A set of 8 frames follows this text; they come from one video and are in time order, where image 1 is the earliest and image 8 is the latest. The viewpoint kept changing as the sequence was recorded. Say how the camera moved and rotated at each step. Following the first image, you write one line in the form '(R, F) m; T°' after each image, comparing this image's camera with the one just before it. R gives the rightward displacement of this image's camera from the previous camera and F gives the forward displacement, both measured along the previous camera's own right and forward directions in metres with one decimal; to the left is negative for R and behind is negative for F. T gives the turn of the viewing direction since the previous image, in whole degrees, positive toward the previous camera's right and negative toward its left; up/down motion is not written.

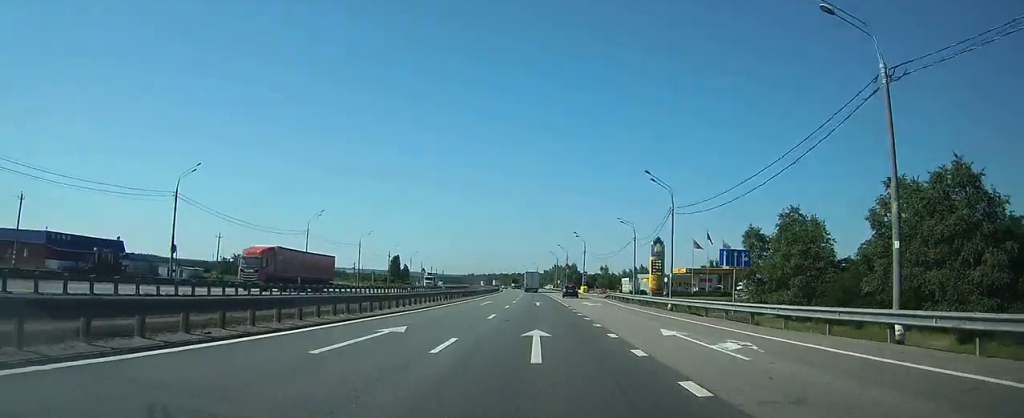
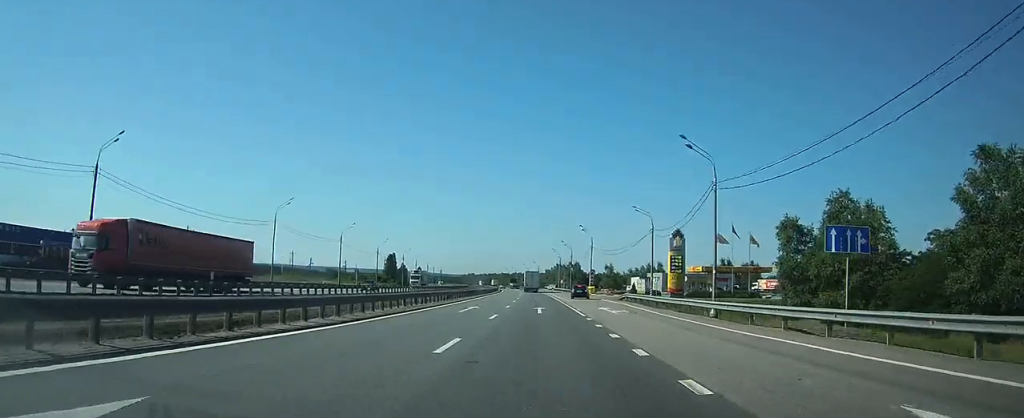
(0.0, +11.9) m; 0°
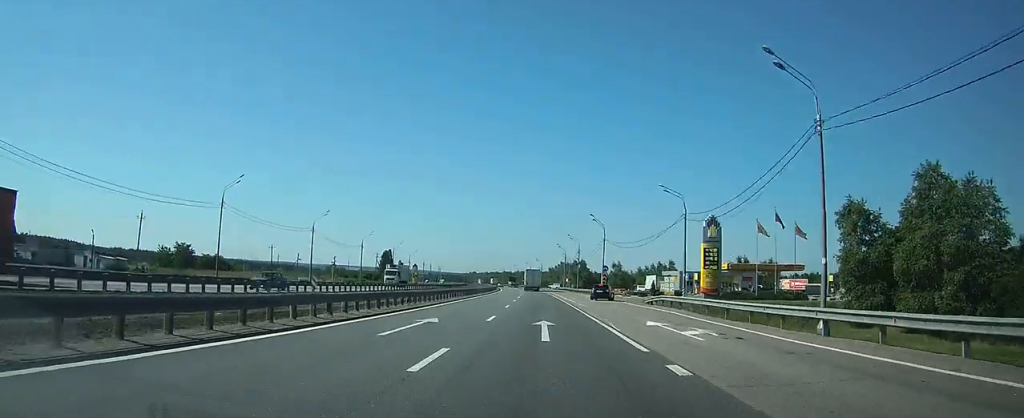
(0.0, +14.7) m; 0°
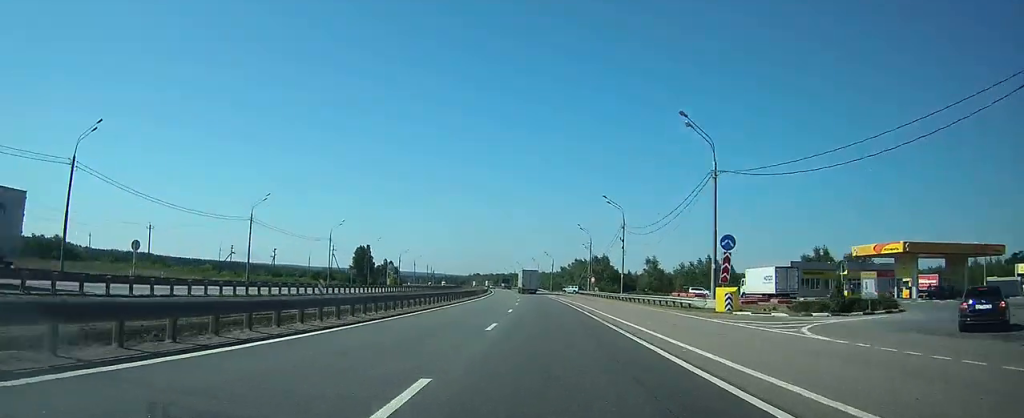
(-0.2, +52.1) m; 0°
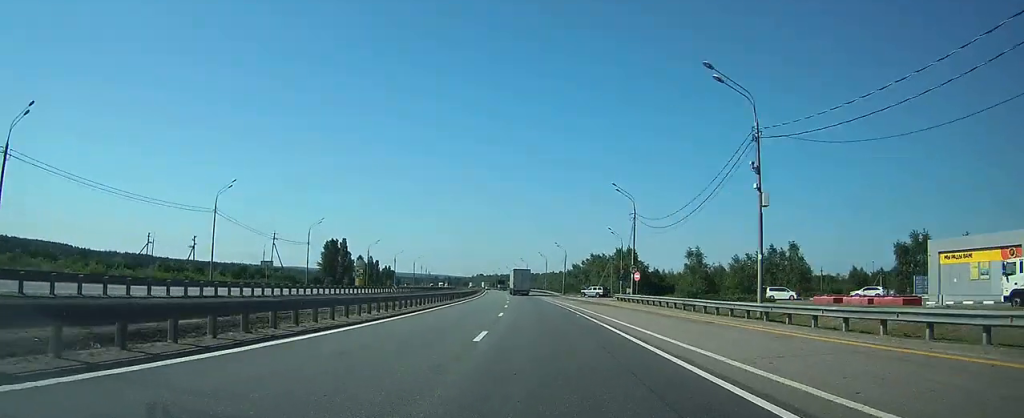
(-0.1, +39.3) m; -1°
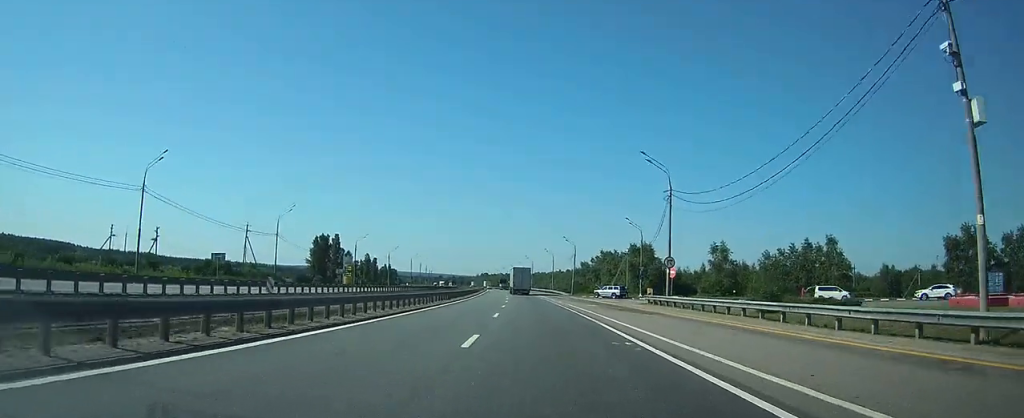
(-0.1, +13.8) m; 0°
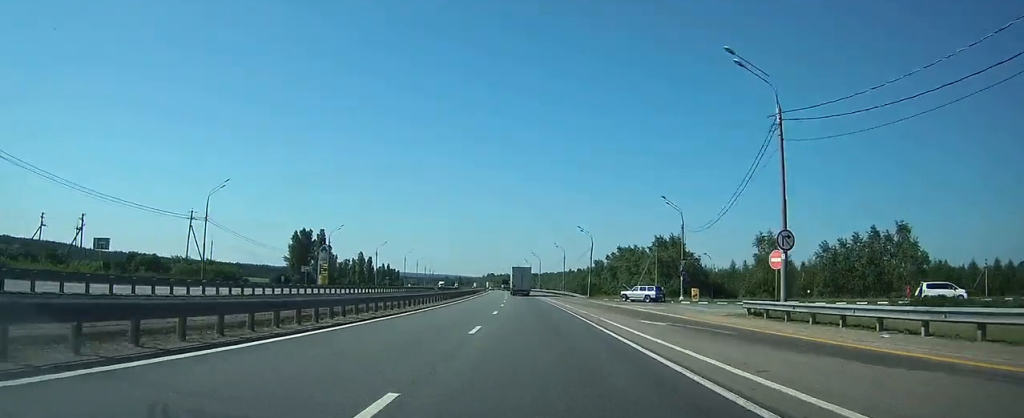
(-0.1, +20.2) m; -1°
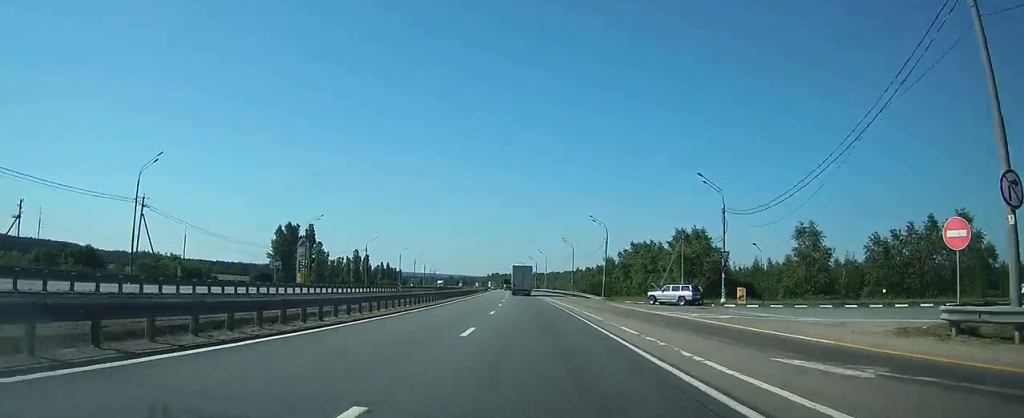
(0.0, +13.0) m; 0°
